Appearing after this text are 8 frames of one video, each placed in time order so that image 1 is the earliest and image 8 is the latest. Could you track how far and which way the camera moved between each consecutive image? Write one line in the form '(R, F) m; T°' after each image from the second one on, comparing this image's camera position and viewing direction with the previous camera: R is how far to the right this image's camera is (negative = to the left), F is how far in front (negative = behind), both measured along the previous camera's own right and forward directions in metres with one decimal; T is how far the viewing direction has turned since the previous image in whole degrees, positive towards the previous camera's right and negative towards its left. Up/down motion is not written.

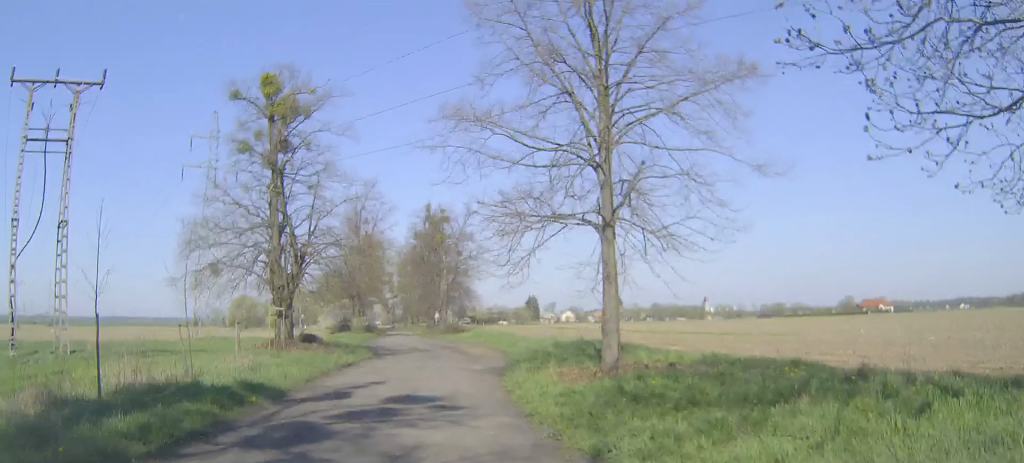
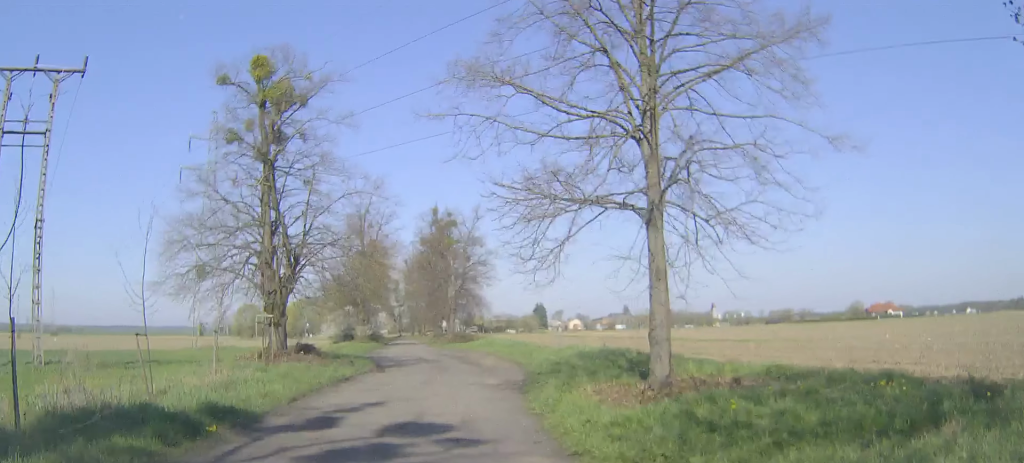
(0.0, +2.7) m; 0°
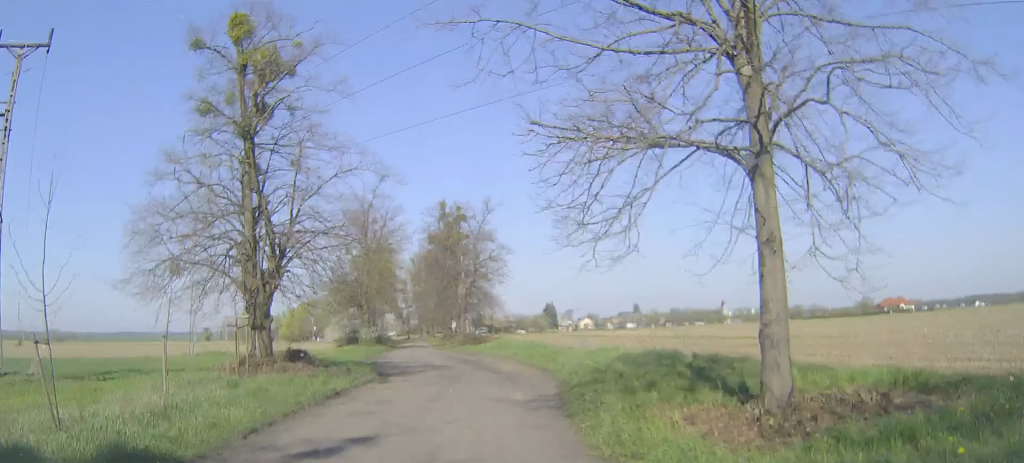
(0.0, +3.9) m; 0°
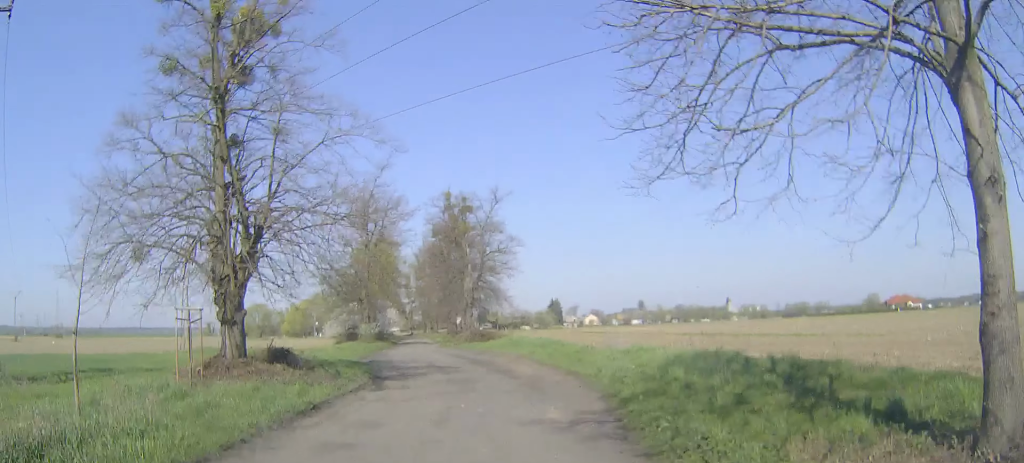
(0.0, +3.9) m; 0°
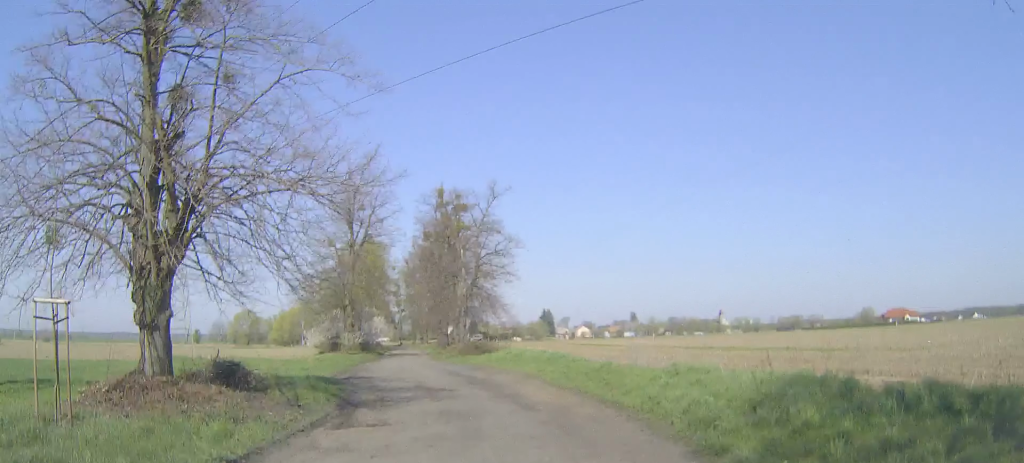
(0.0, +5.2) m; 0°
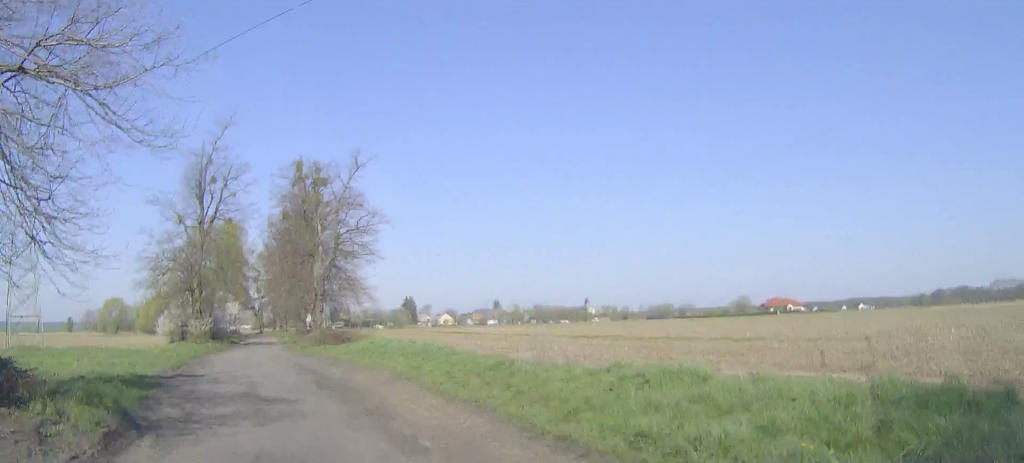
(+0.3, +6.1) m; +7°
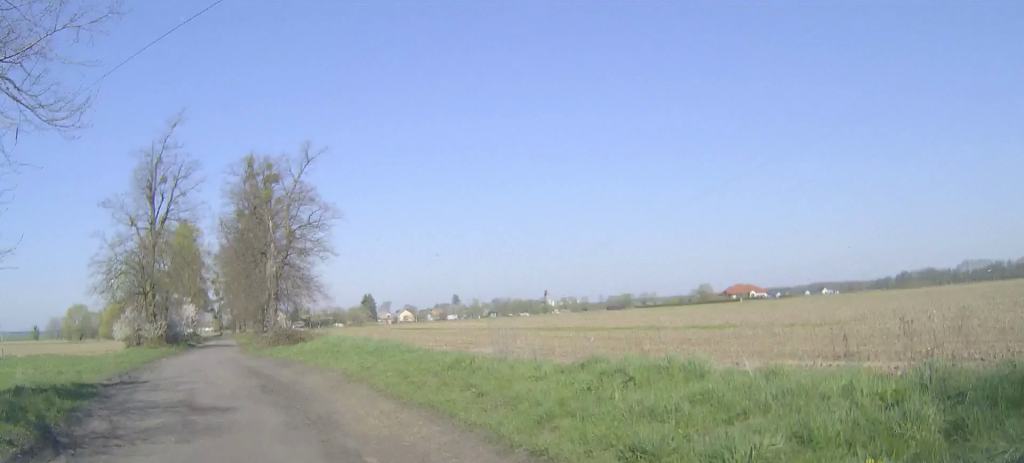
(0.0, +1.5) m; +1°
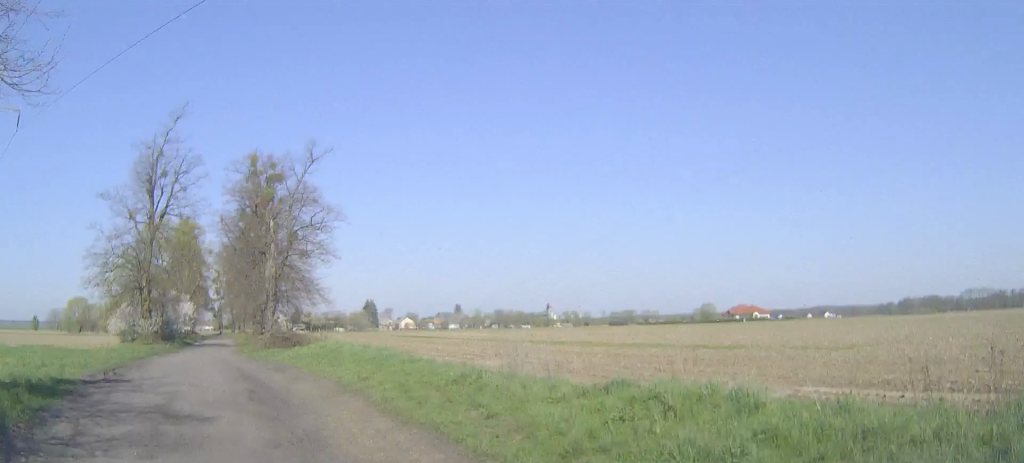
(0.0, +1.4) m; 0°
